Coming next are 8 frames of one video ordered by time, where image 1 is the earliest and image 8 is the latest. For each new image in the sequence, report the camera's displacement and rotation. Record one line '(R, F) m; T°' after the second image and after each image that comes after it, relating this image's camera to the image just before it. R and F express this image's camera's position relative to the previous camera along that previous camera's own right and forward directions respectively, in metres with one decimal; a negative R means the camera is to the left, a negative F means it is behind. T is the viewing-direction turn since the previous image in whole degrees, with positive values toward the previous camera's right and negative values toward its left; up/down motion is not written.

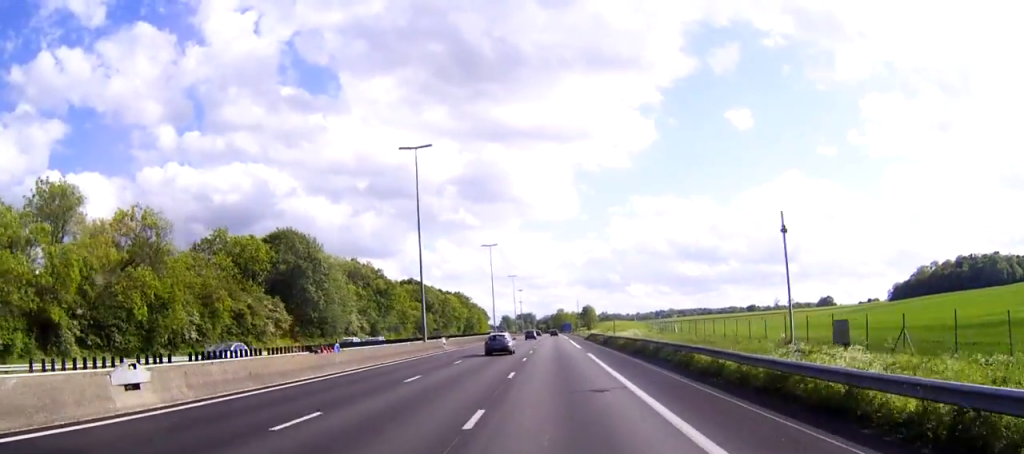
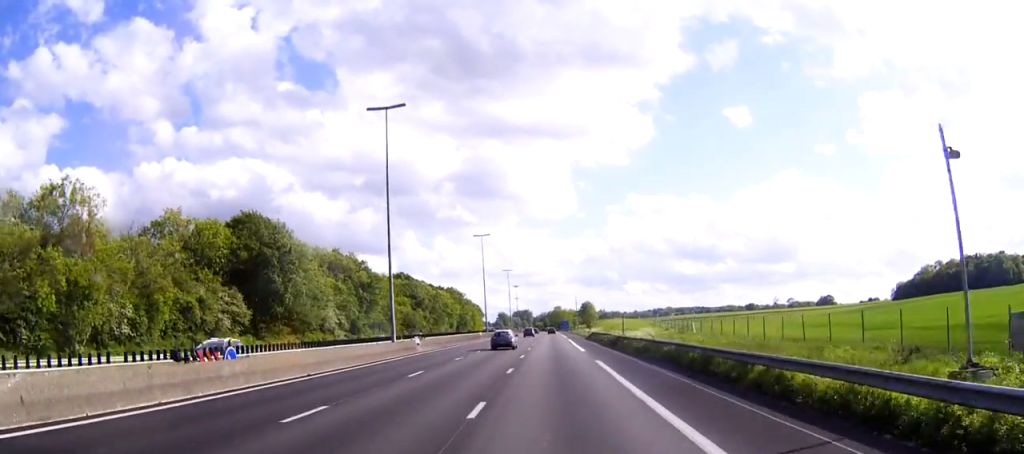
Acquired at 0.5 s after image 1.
(+0.1, +11.5) m; 0°
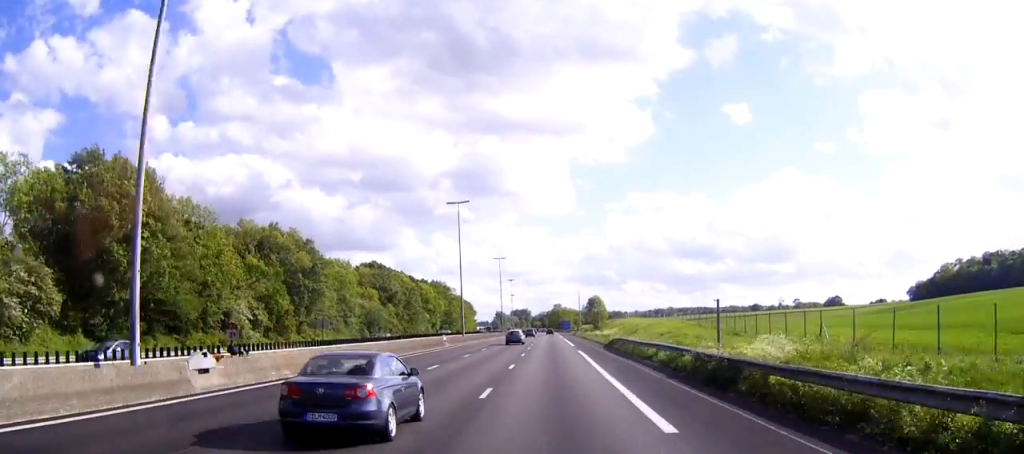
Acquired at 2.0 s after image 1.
(-0.3, +33.8) m; 0°
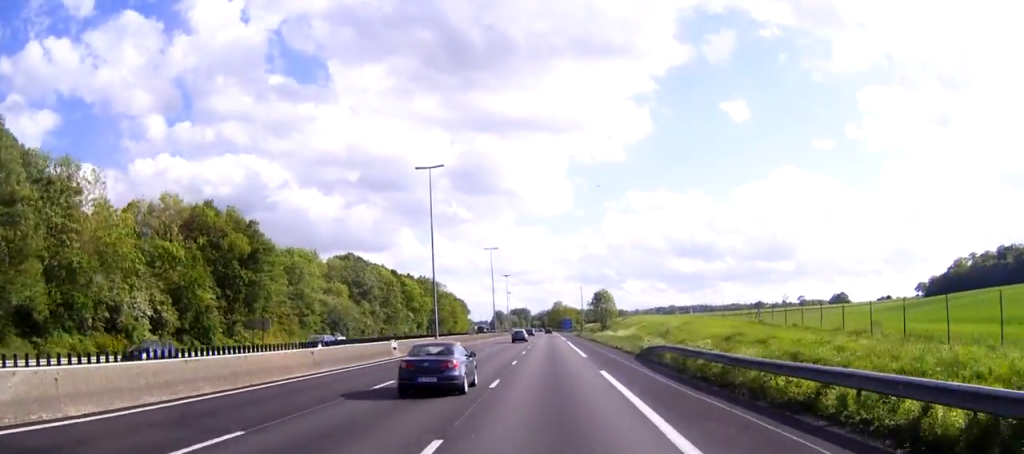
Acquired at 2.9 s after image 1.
(+0.1, +22.3) m; 0°
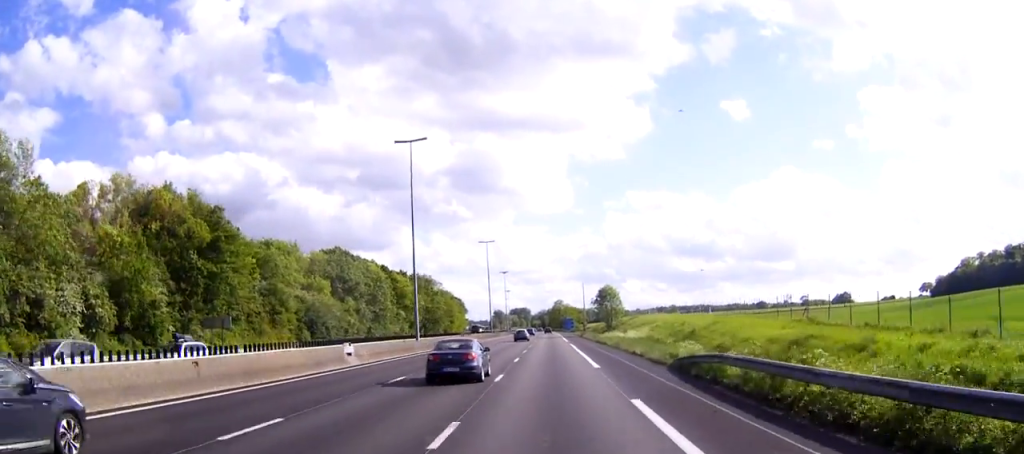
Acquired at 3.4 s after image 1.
(0.0, +10.8) m; 0°
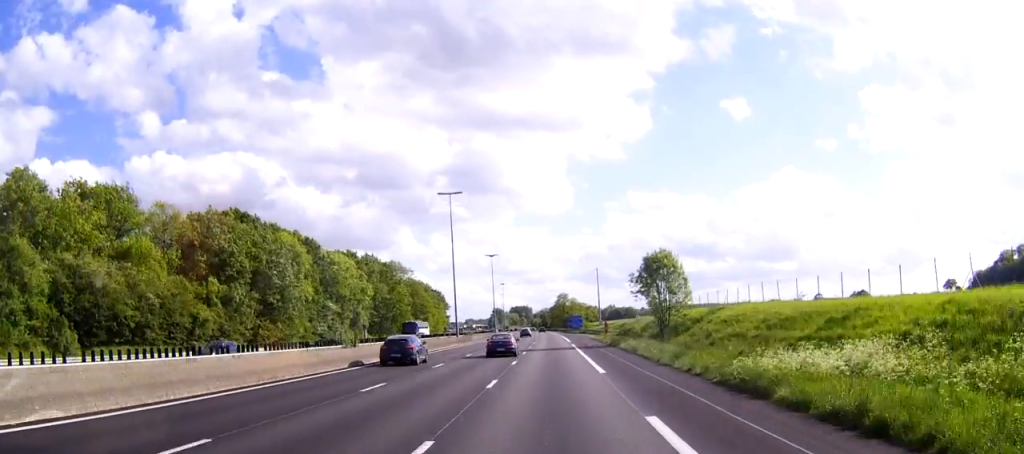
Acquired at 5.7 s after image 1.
(-0.5, +54.2) m; -1°
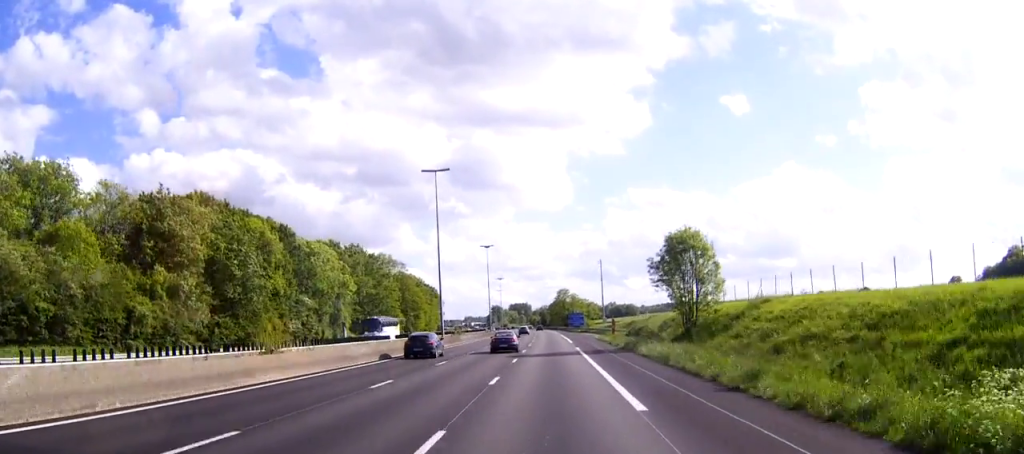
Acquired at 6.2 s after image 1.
(0.0, +11.7) m; 0°
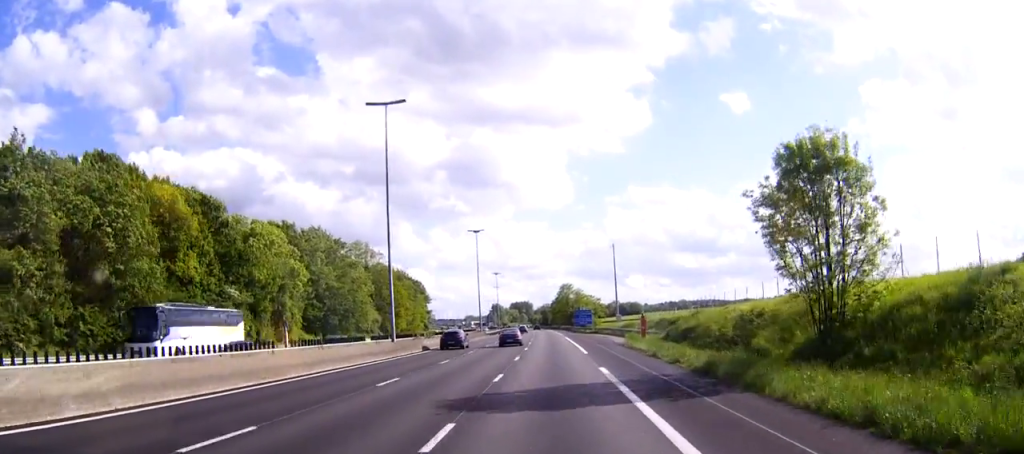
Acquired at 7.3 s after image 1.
(+0.1, +24.7) m; 0°
